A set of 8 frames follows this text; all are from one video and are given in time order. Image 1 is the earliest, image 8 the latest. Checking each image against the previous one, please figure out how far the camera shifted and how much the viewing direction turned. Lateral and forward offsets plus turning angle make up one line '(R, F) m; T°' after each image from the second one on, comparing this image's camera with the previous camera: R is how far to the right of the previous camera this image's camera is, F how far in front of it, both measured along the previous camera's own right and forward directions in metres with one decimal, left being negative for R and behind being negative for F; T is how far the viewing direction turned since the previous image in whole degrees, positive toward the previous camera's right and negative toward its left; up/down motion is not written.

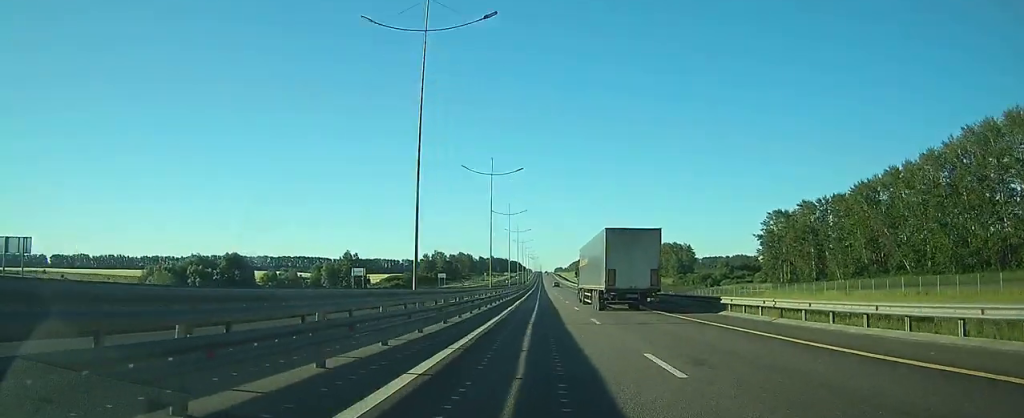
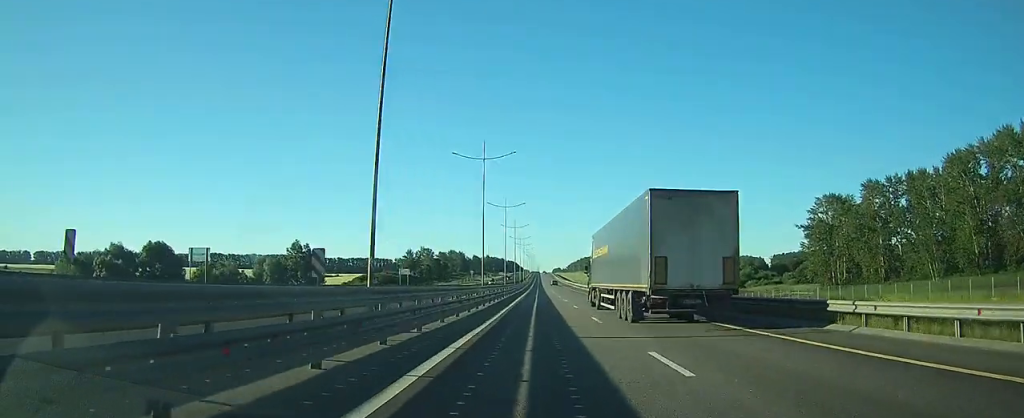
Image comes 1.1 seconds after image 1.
(0.0, +35.6) m; 0°
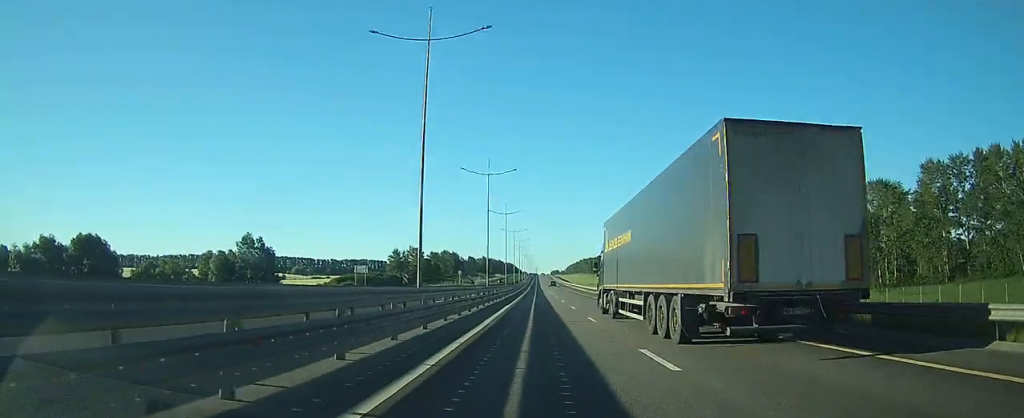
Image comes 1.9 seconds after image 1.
(0.0, +23.1) m; 0°
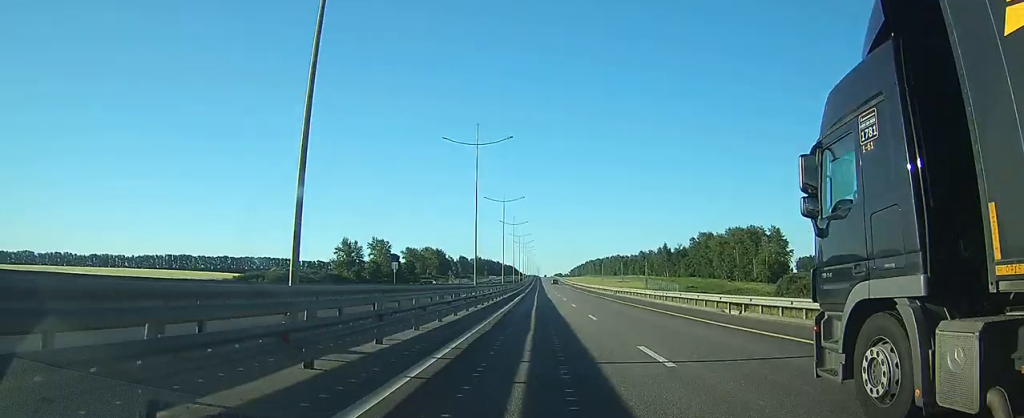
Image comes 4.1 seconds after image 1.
(0.0, +71.0) m; 0°
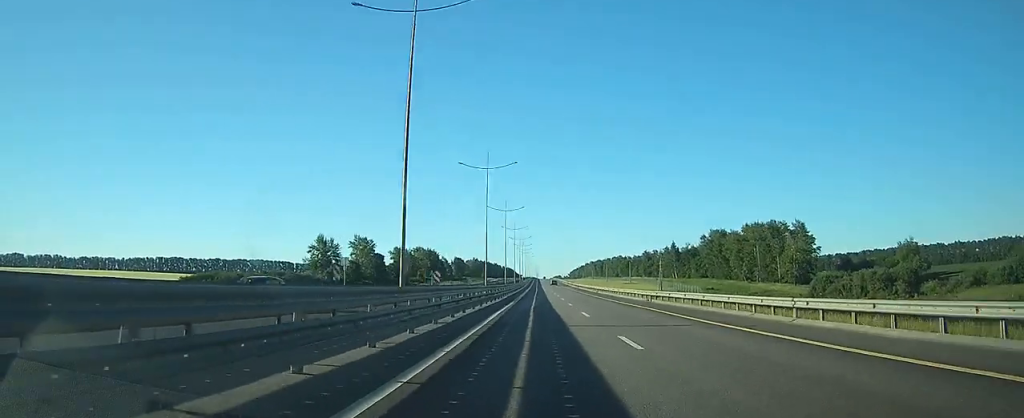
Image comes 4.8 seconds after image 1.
(0.0, +21.3) m; 0°
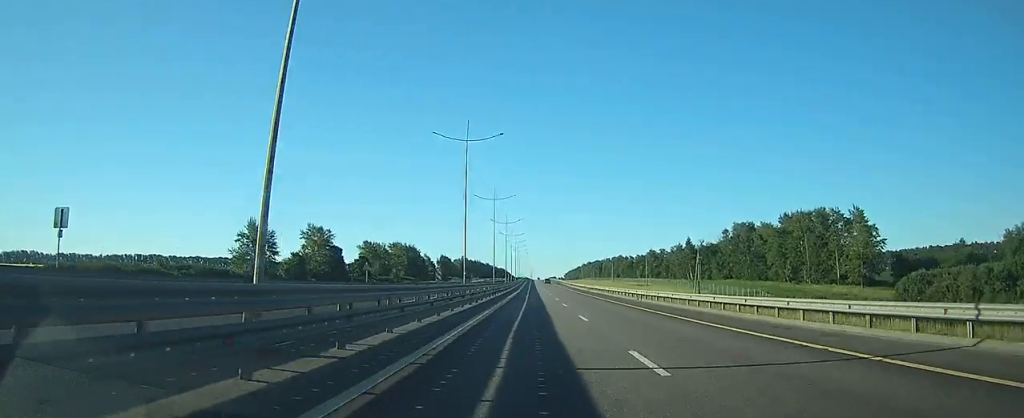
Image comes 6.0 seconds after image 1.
(+0.1, +39.5) m; 0°
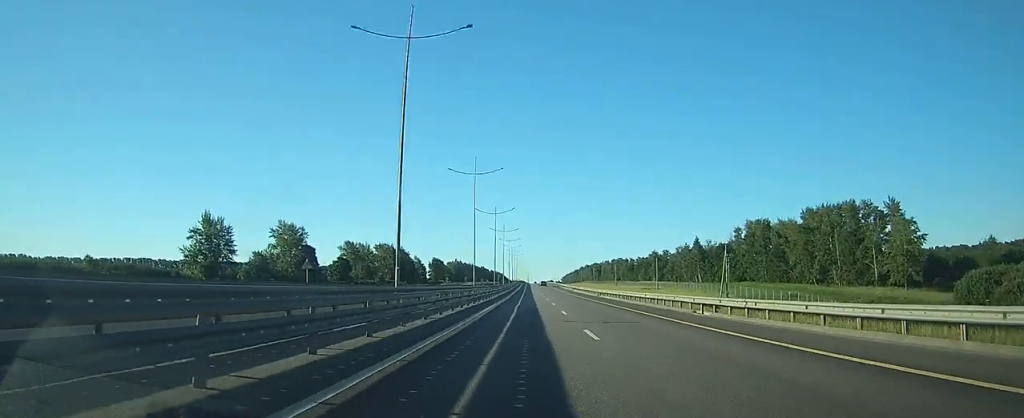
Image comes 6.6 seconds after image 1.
(0.0, +18.1) m; 0°
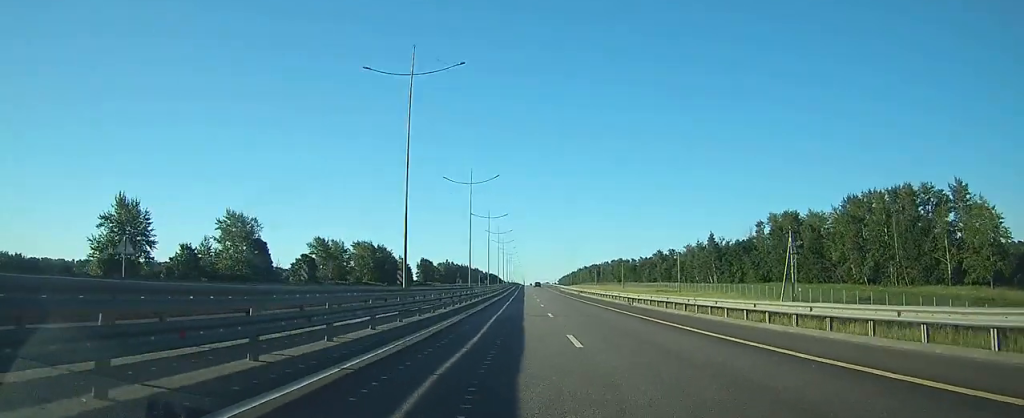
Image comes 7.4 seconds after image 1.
(0.0, +25.5) m; 0°
